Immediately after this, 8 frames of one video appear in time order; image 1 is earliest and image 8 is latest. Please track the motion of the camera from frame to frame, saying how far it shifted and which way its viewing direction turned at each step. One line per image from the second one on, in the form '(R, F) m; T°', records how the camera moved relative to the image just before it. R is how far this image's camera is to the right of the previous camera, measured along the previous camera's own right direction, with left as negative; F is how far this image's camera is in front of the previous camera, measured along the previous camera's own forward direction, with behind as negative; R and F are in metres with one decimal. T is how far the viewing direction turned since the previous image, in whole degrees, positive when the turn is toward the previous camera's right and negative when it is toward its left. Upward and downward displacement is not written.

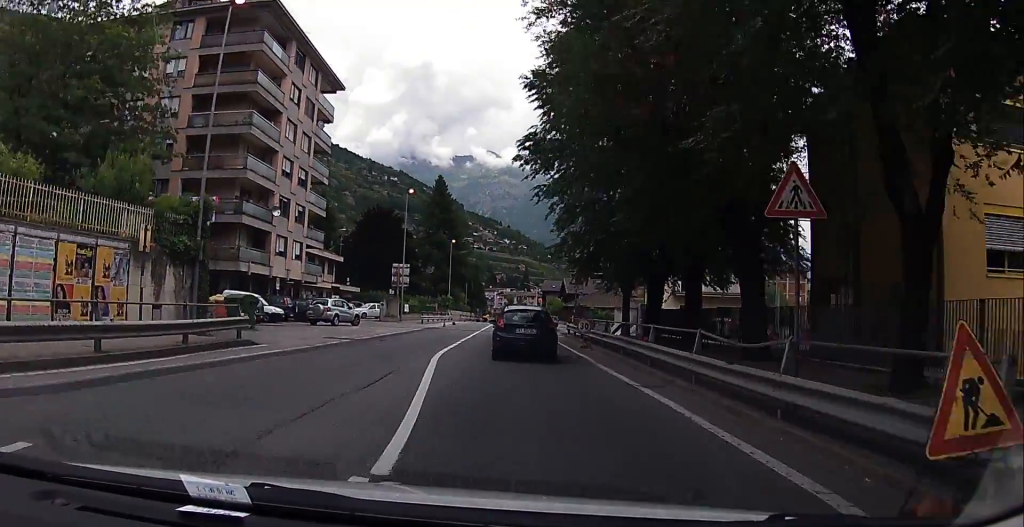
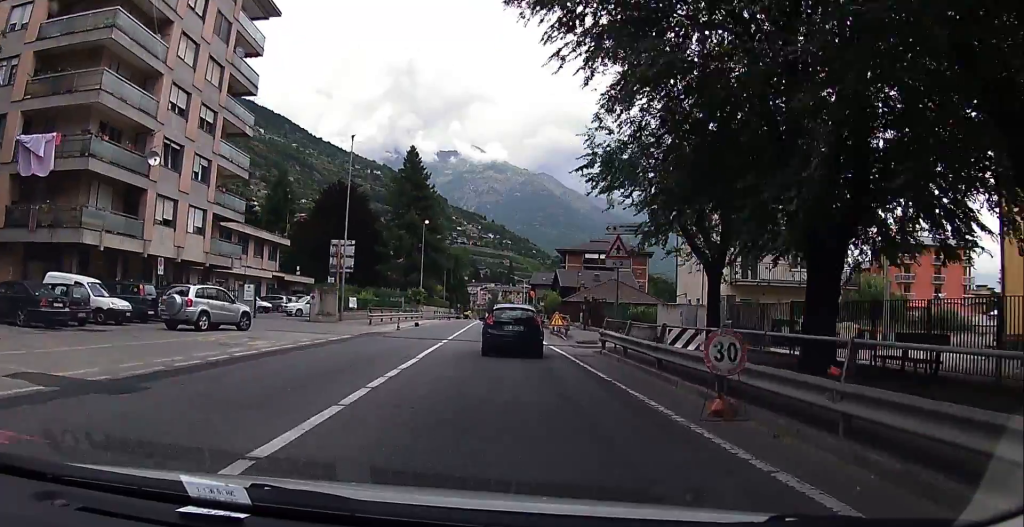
(+0.2, +16.3) m; +1°
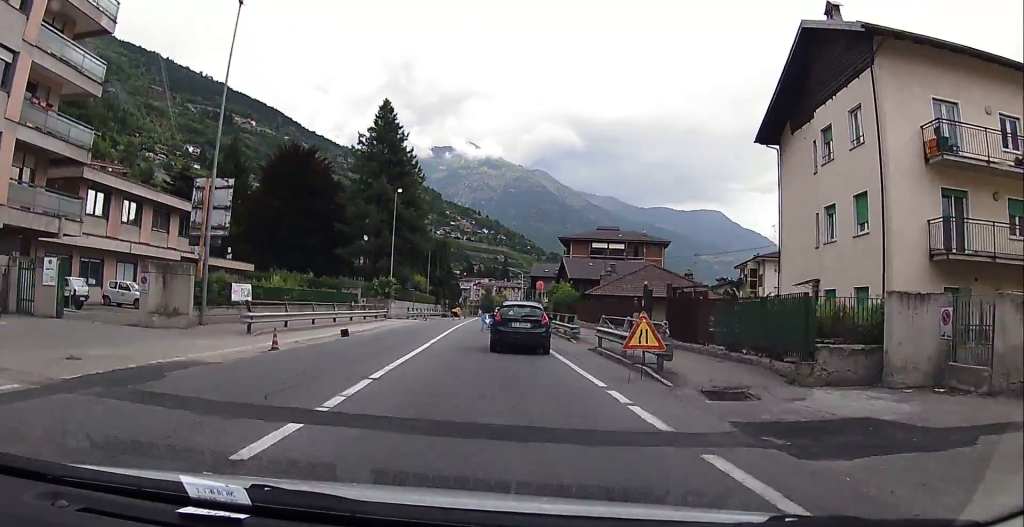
(-0.4, +18.6) m; -1°
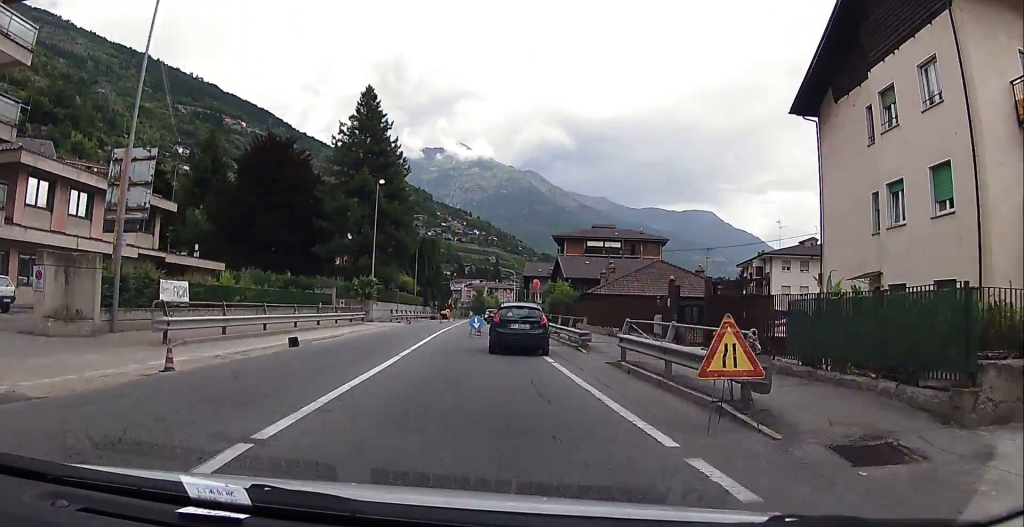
(+0.1, +5.0) m; +1°
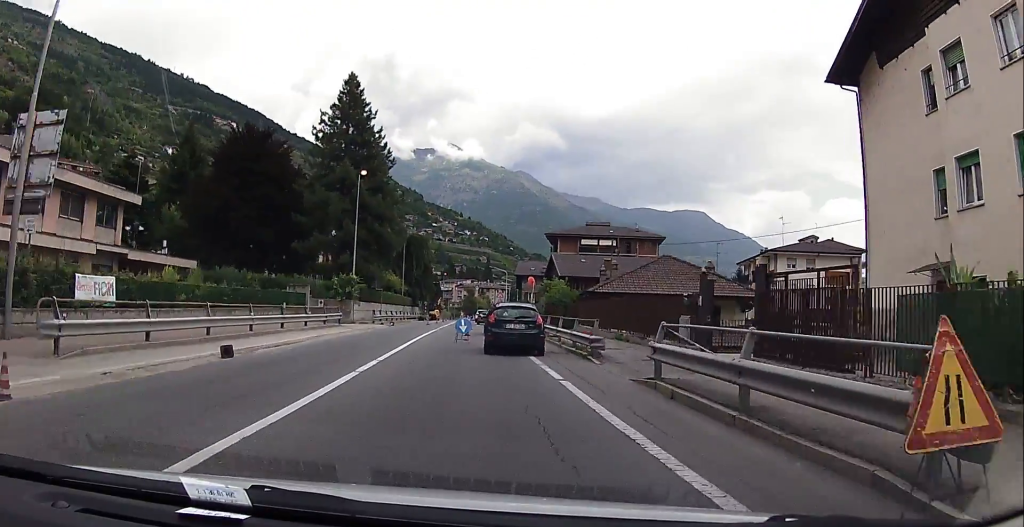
(0.0, +4.1) m; +1°
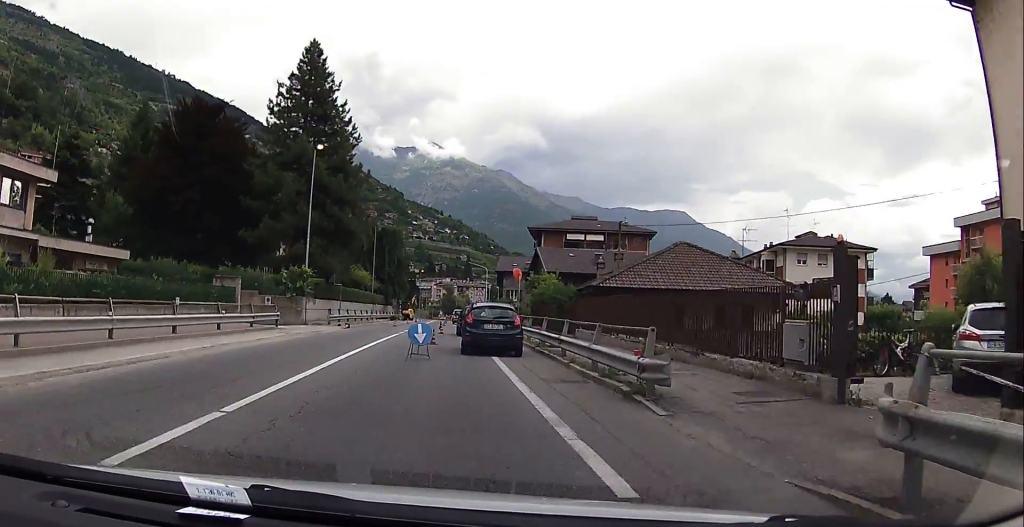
(0.0, +7.8) m; +1°
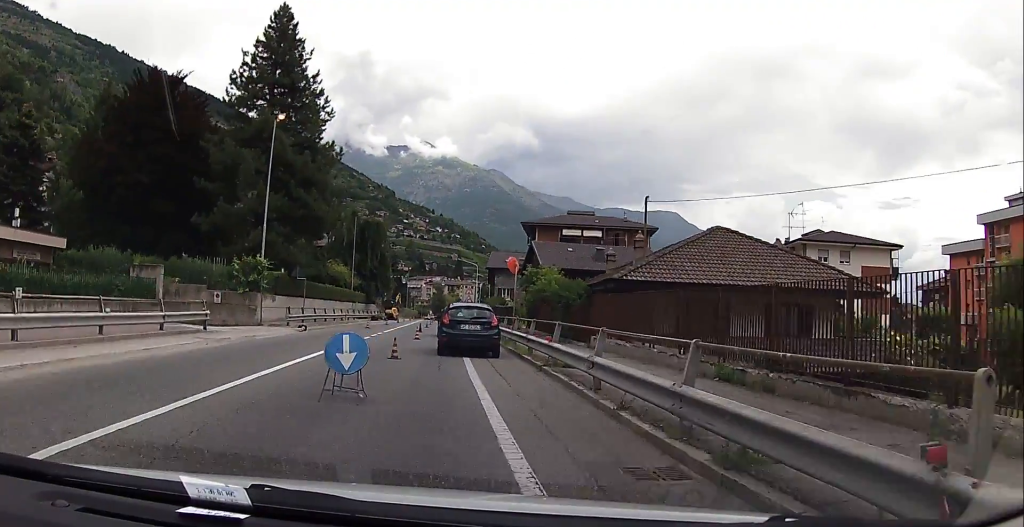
(+0.1, +6.8) m; 0°
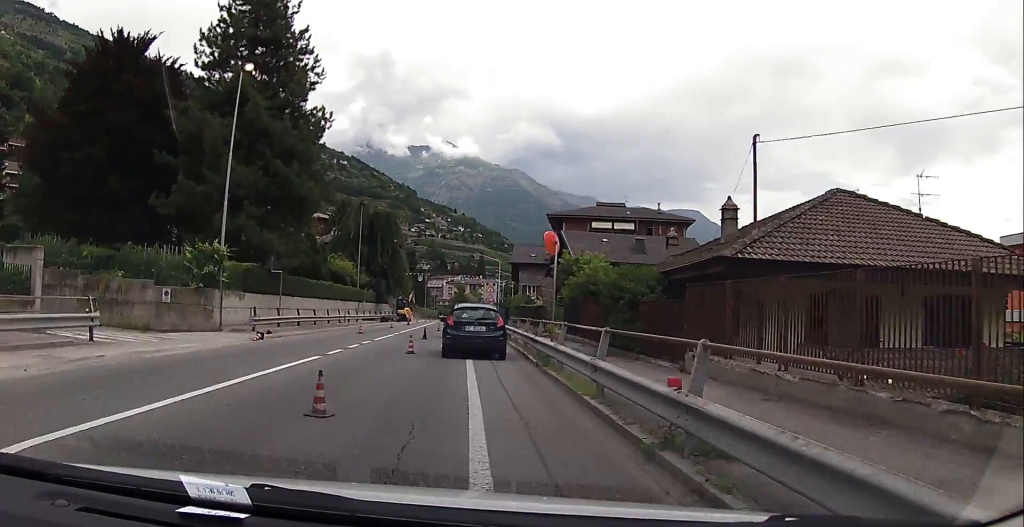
(0.0, +8.4) m; 0°
